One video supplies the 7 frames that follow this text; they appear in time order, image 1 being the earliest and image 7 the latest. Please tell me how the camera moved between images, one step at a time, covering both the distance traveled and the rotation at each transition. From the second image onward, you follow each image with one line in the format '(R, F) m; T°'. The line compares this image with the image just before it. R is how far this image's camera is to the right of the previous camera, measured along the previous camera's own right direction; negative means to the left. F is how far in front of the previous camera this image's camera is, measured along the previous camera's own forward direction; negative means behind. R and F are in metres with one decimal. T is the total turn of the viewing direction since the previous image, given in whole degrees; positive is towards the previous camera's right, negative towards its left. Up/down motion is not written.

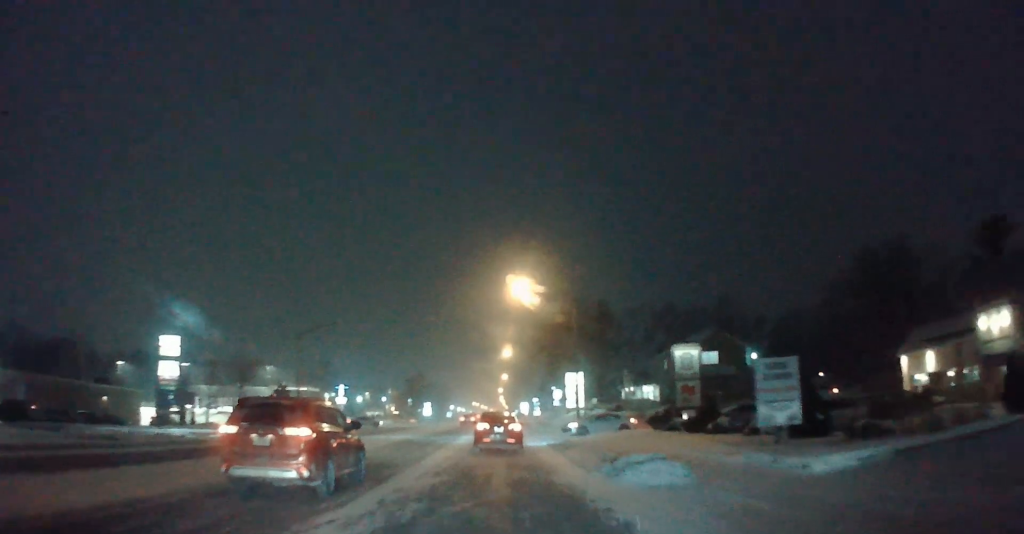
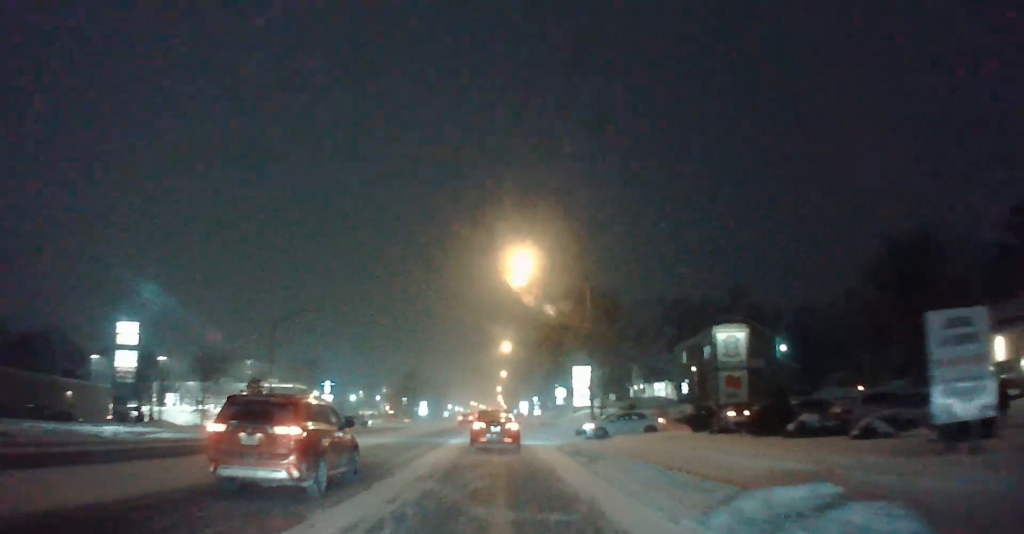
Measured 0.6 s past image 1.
(-0.1, +8.1) m; -1°
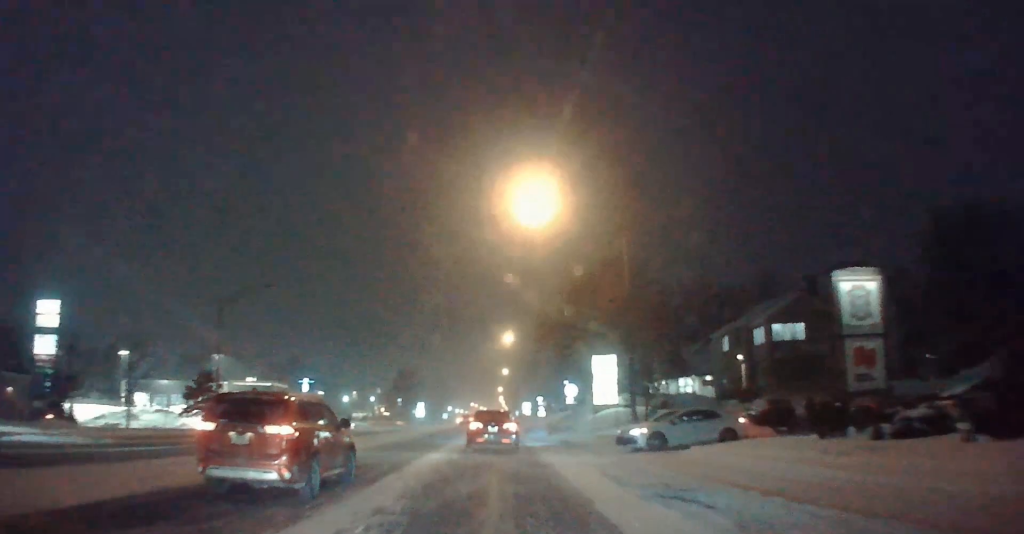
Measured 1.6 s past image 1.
(-0.2, +12.4) m; 0°
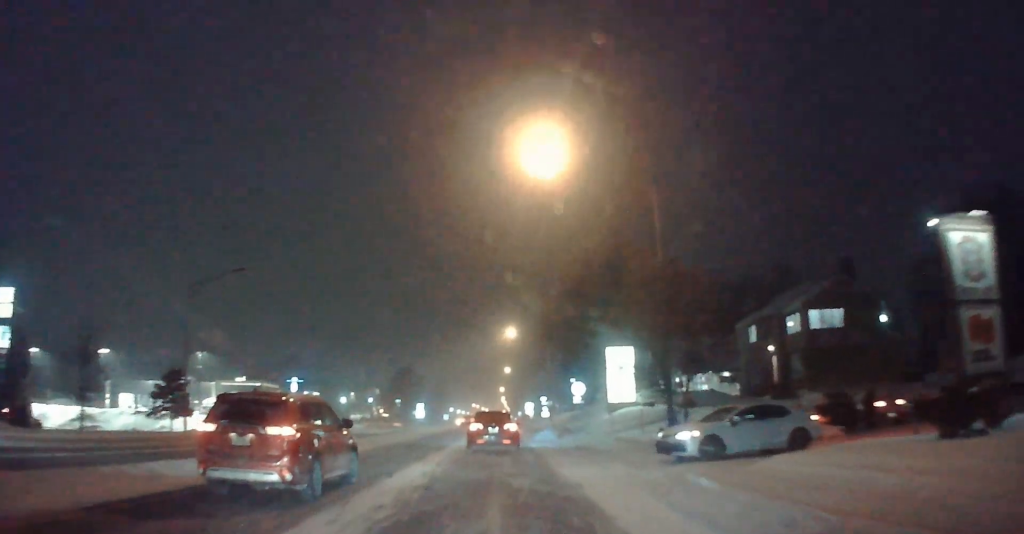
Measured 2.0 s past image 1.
(-0.1, +5.8) m; +1°
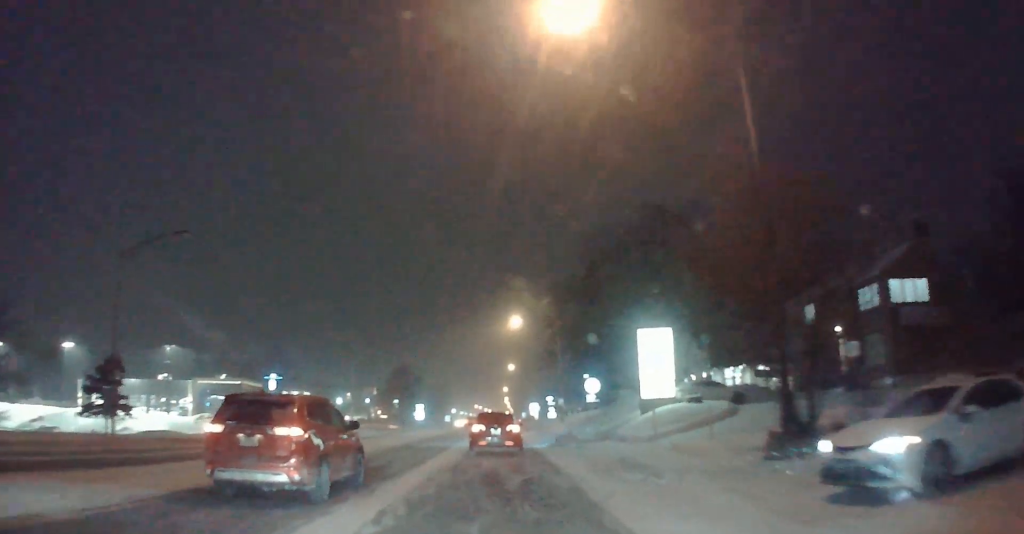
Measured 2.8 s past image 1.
(+0.2, +10.0) m; +1°
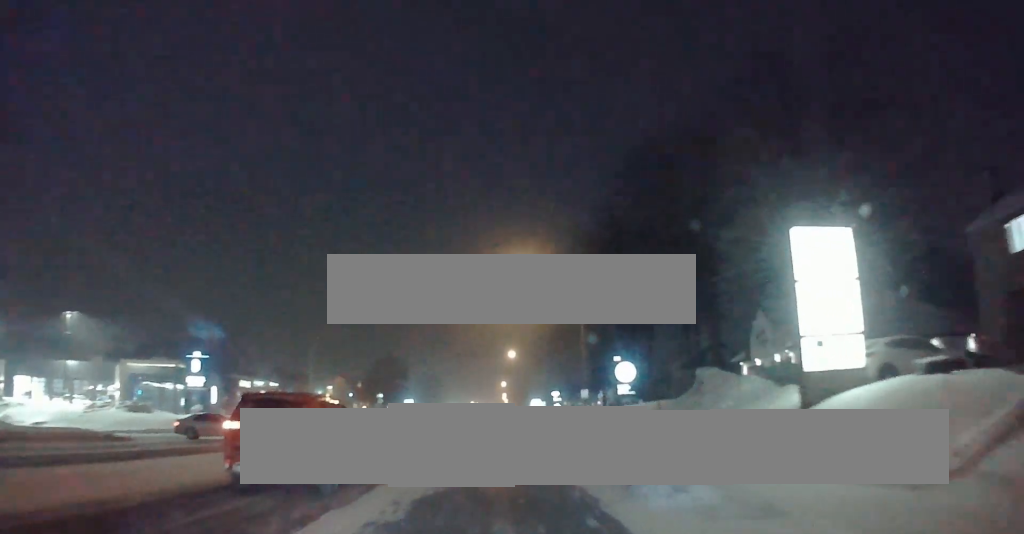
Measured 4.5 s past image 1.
(+0.1, +19.9) m; 0°
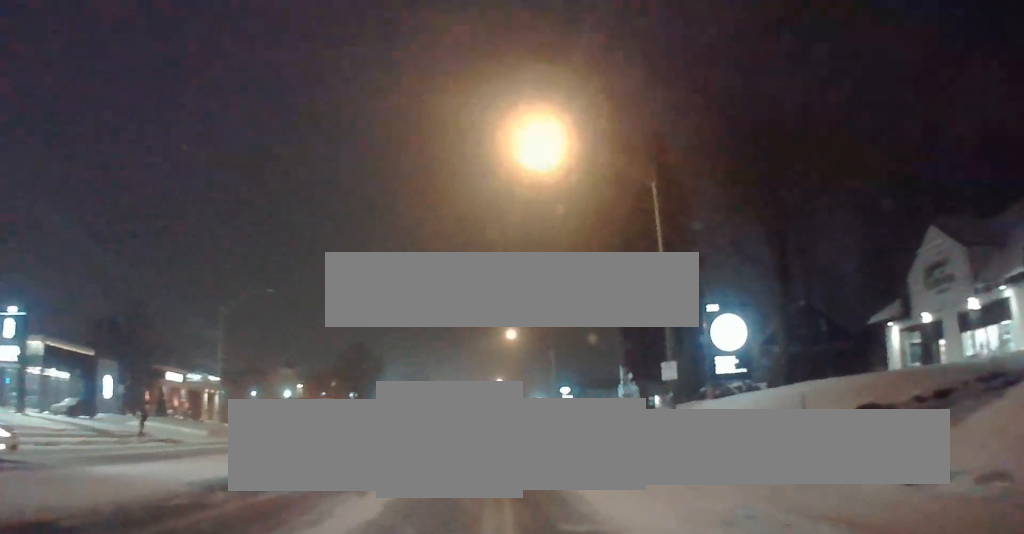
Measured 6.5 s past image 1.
(-0.2, +24.4) m; 0°
